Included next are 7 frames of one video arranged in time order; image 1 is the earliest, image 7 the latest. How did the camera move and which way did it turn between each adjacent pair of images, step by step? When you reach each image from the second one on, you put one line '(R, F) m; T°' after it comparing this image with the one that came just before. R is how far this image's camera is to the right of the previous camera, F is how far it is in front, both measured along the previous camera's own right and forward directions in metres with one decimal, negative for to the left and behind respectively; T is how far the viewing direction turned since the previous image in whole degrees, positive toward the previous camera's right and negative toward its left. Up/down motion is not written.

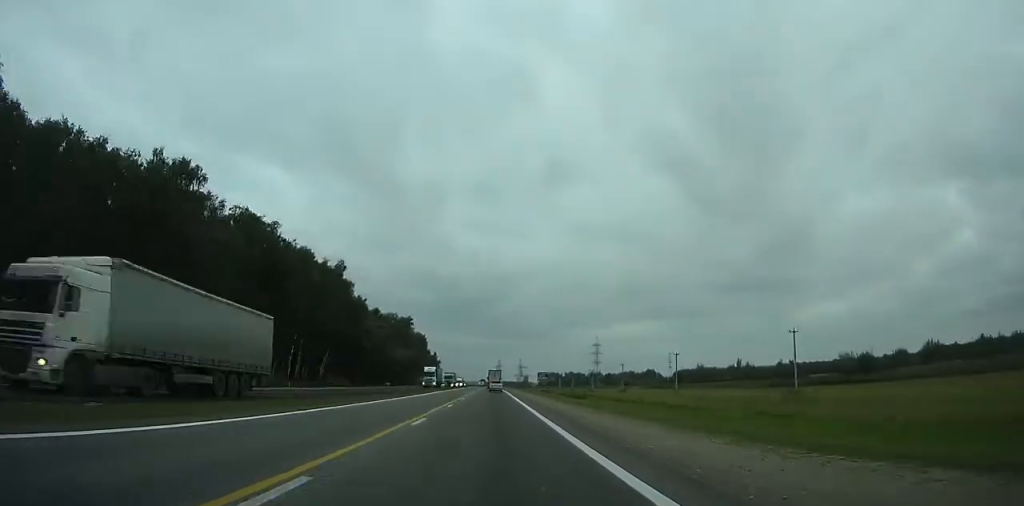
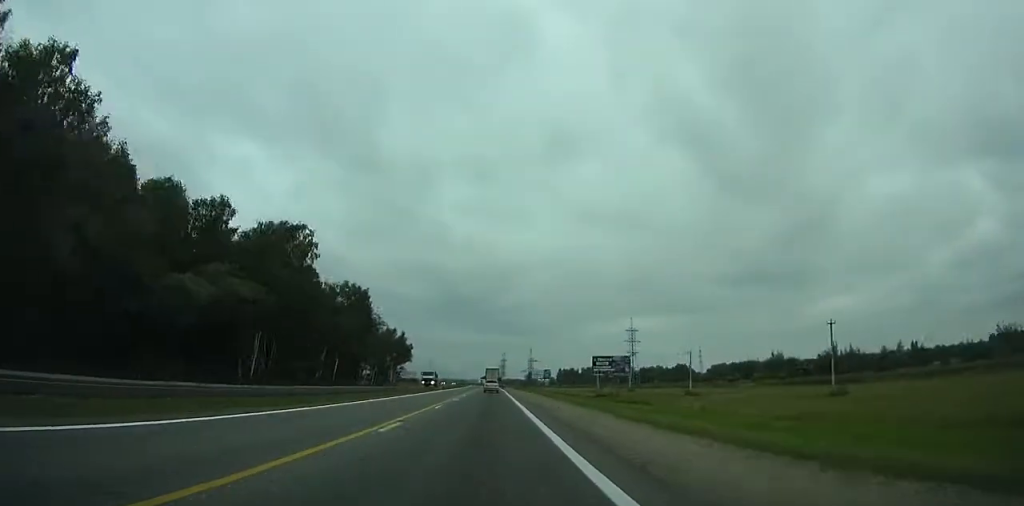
(+0.1, +109.4) m; 0°
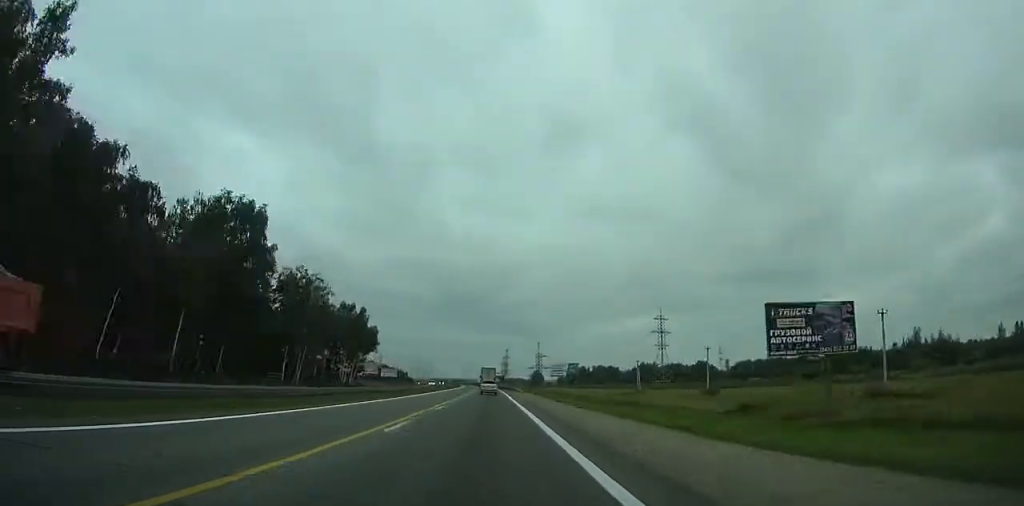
(-0.3, +57.5) m; 0°
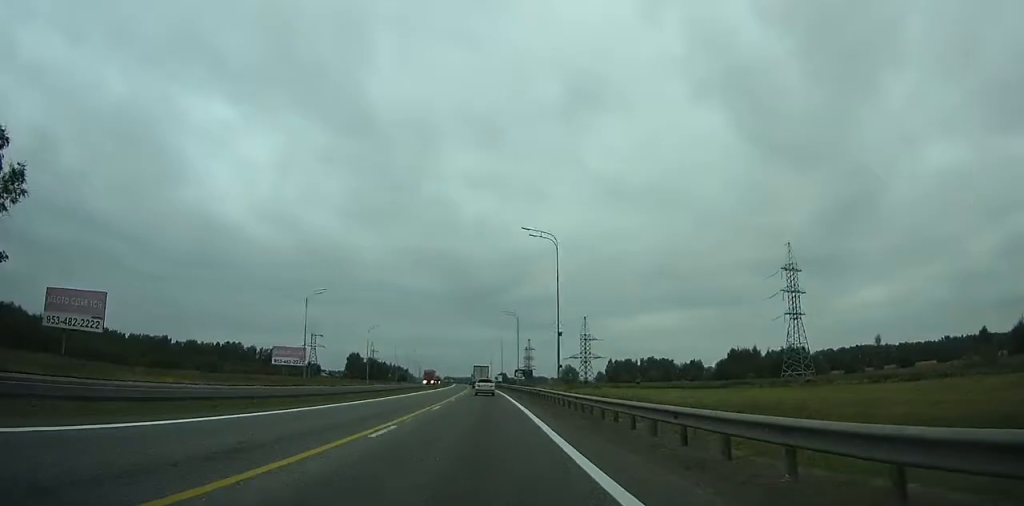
(+0.3, +123.9) m; -1°
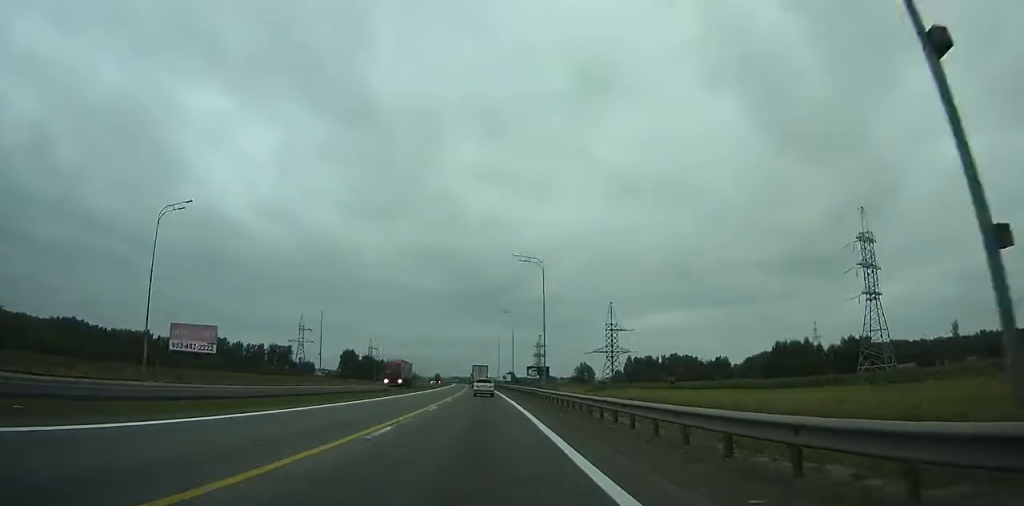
(-0.2, +36.3) m; -1°
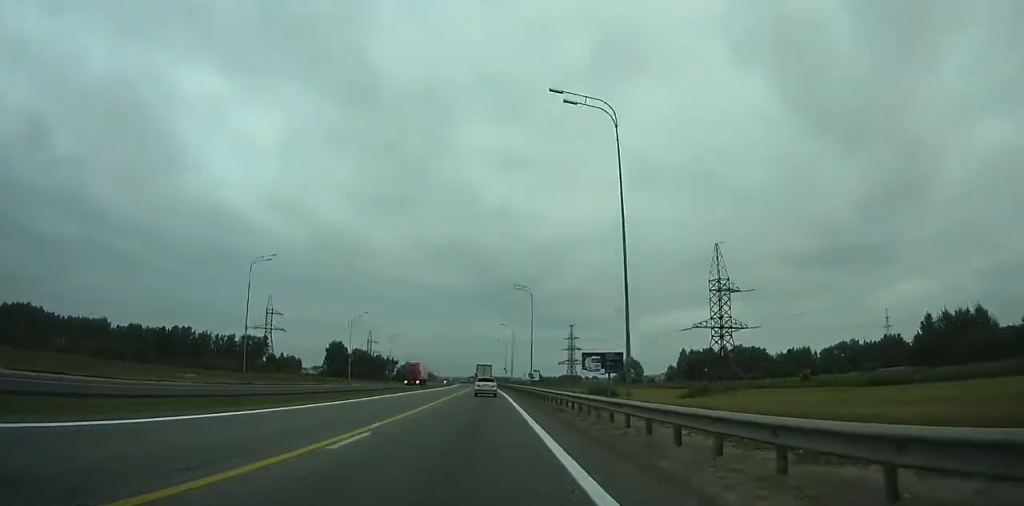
(-2.1, +75.3) m; -2°
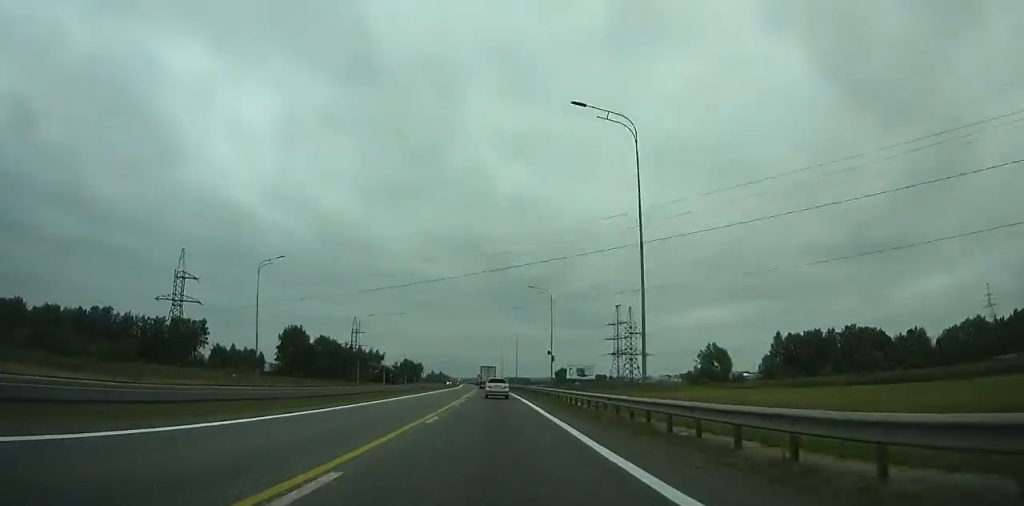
(-1.5, +88.2) m; -2°
